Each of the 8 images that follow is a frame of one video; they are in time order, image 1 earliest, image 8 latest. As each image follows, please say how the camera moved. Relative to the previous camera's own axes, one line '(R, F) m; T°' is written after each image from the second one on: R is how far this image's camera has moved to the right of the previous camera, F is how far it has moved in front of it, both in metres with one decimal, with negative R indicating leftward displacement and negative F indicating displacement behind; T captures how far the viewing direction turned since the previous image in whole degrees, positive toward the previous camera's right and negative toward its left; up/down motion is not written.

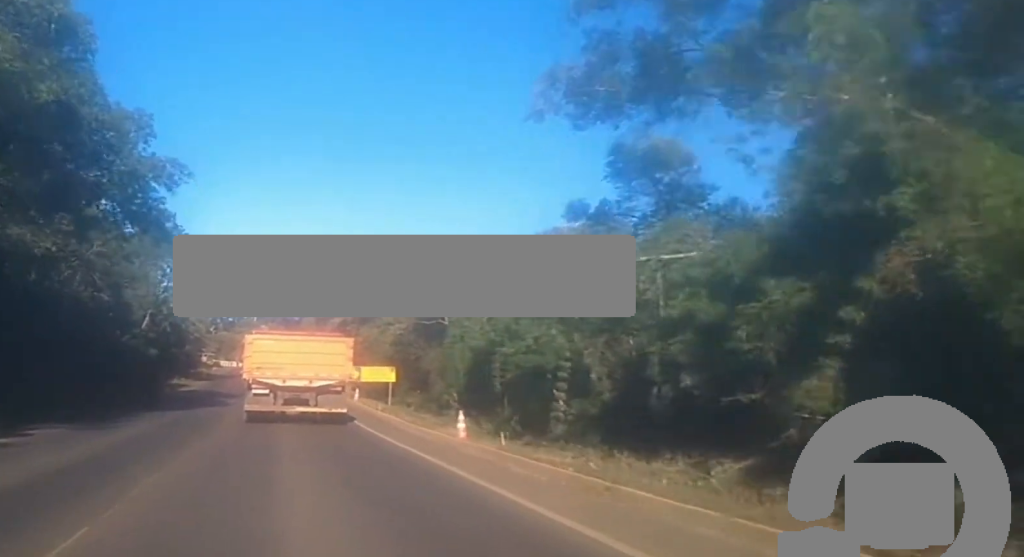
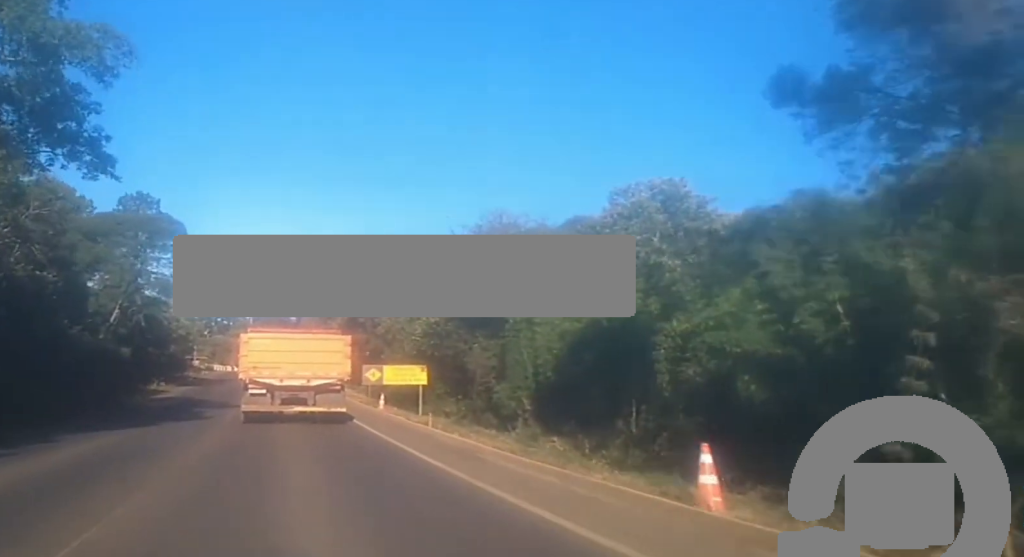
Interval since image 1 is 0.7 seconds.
(-0.4, +12.7) m; -1°
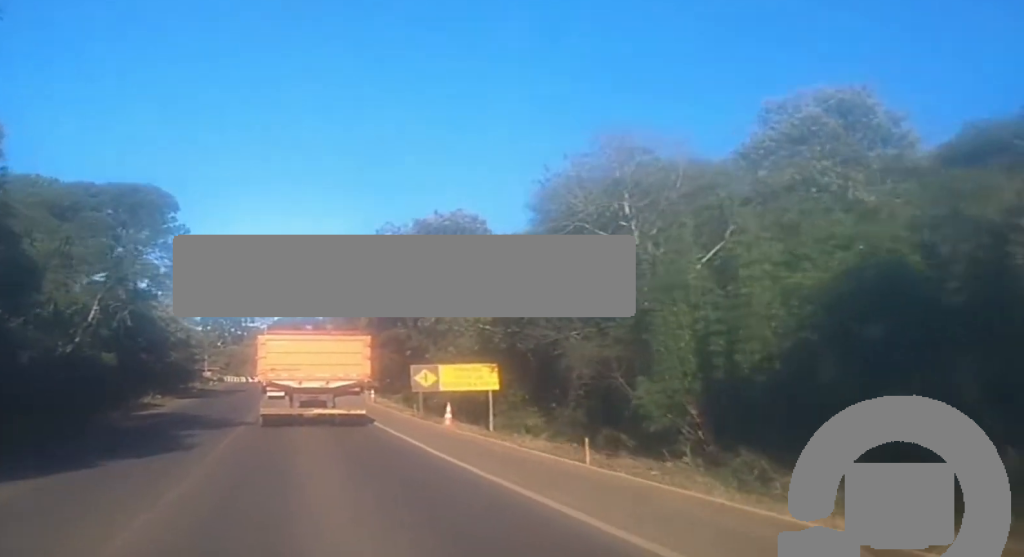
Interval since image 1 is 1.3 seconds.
(-0.1, +12.0) m; 0°
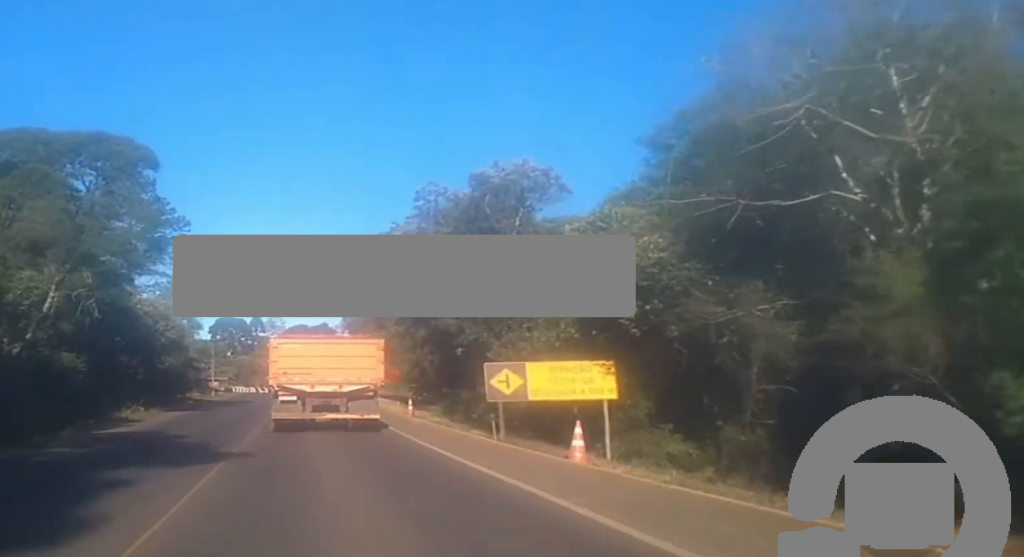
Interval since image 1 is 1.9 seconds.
(-0.1, +11.3) m; 0°
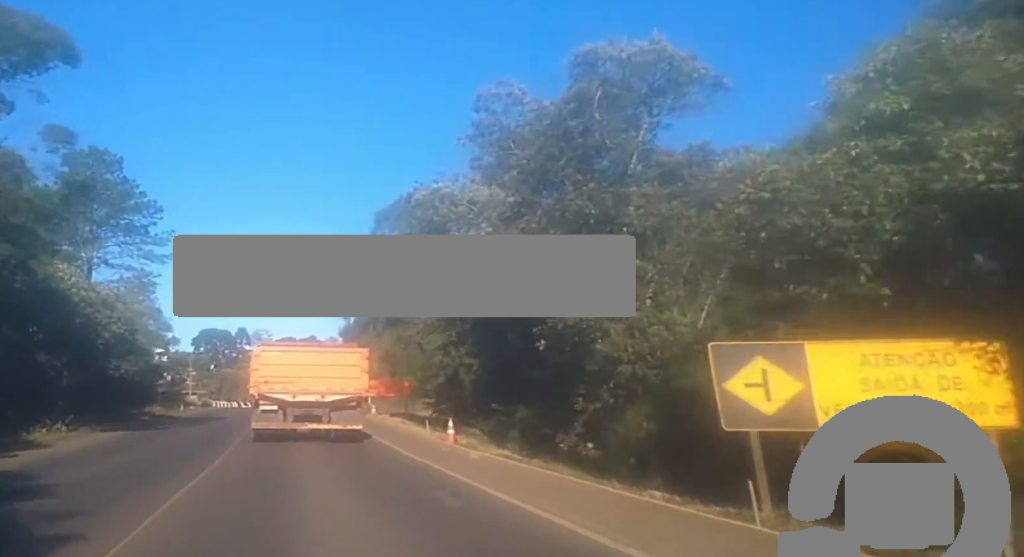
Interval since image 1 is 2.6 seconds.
(+0.2, +13.0) m; +1°
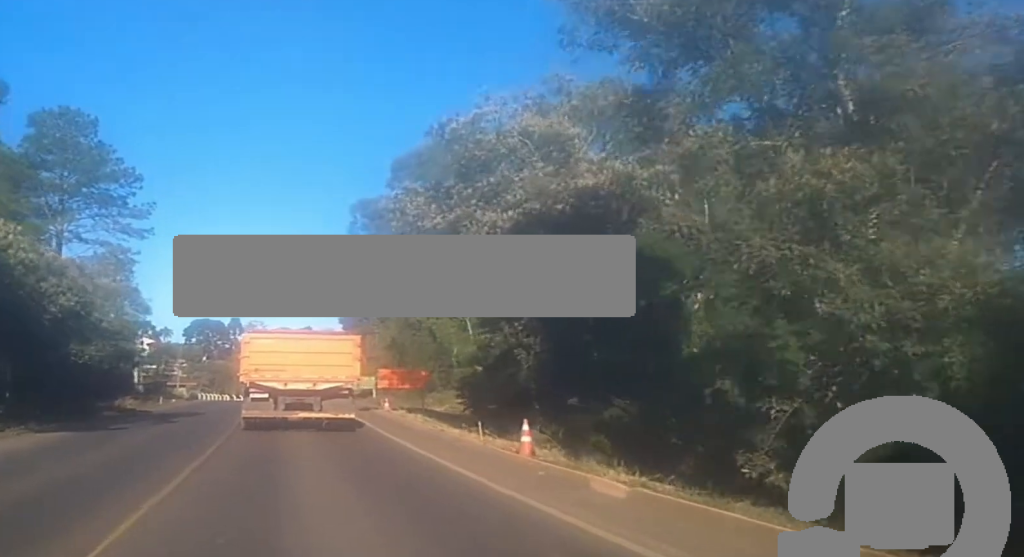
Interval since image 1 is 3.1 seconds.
(0.0, +8.6) m; 0°
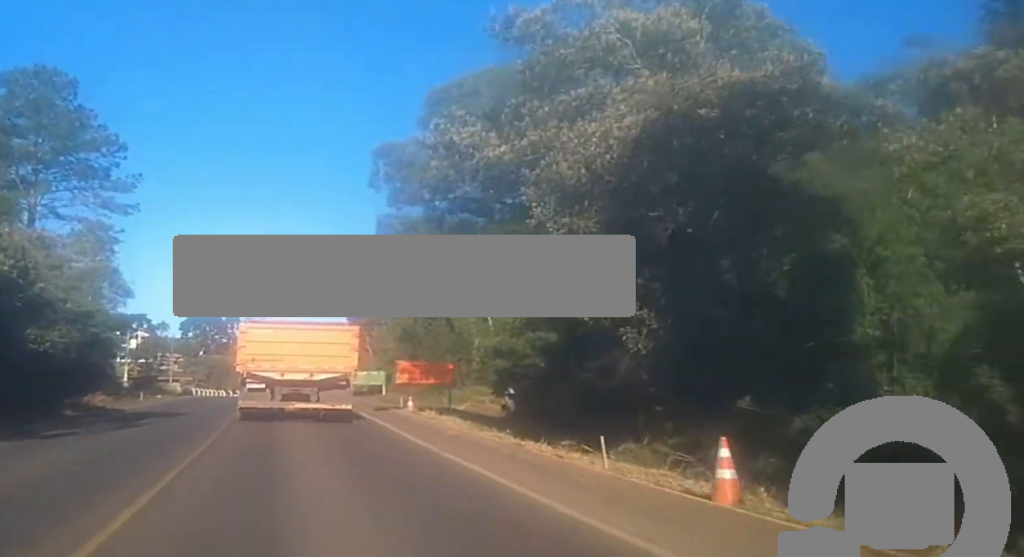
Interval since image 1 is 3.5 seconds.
(0.0, +7.9) m; -1°
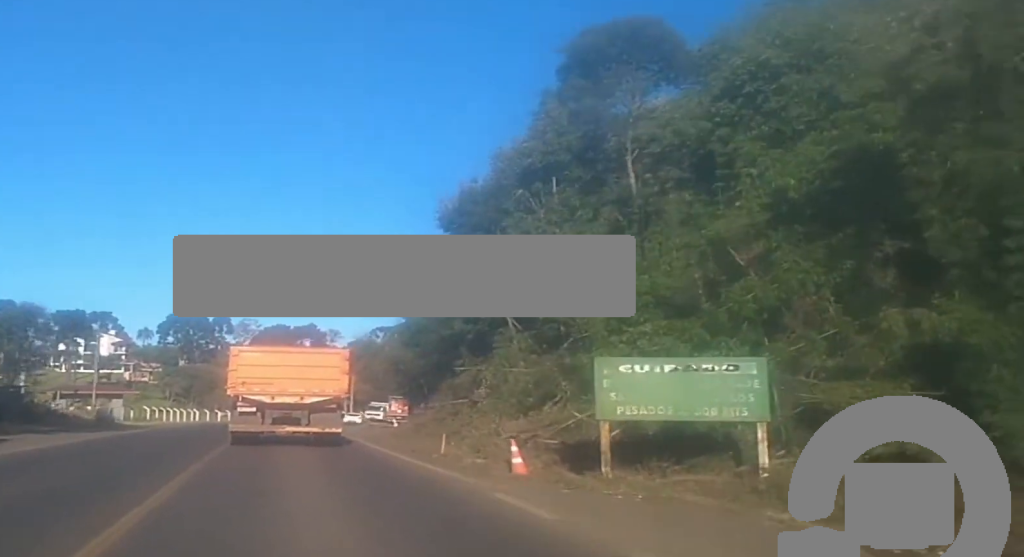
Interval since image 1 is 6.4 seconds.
(-0.3, +51.7) m; 0°
